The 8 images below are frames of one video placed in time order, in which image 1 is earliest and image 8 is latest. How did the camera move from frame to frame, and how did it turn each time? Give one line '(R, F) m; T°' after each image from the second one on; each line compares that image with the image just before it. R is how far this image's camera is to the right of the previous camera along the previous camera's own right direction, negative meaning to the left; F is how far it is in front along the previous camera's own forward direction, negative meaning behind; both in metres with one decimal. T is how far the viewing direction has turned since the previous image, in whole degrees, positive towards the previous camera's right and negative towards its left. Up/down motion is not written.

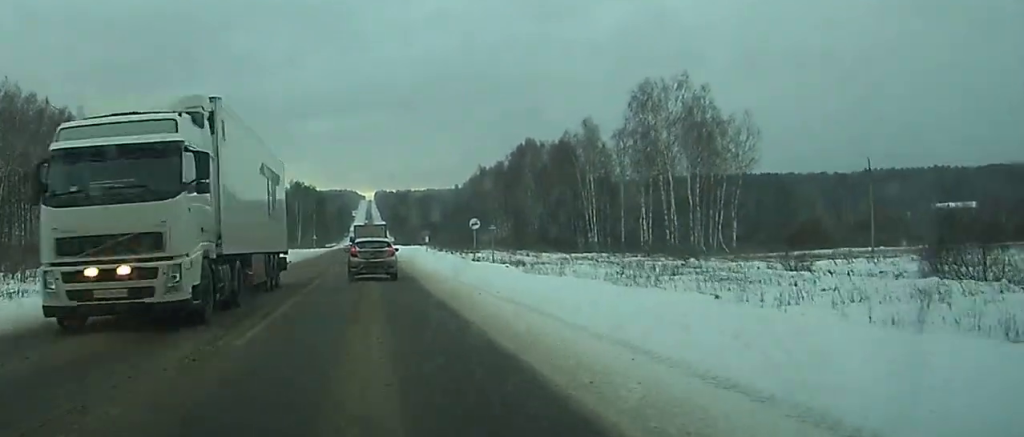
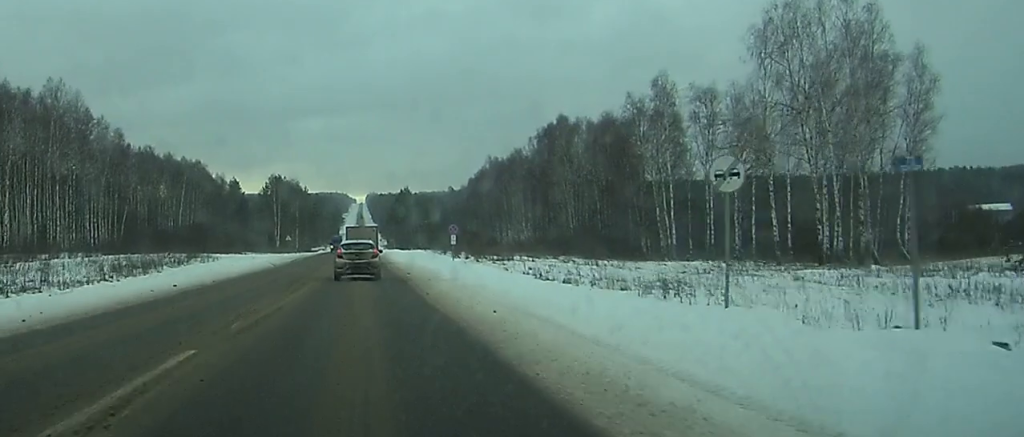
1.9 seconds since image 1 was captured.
(+0.3, +40.5) m; +1°
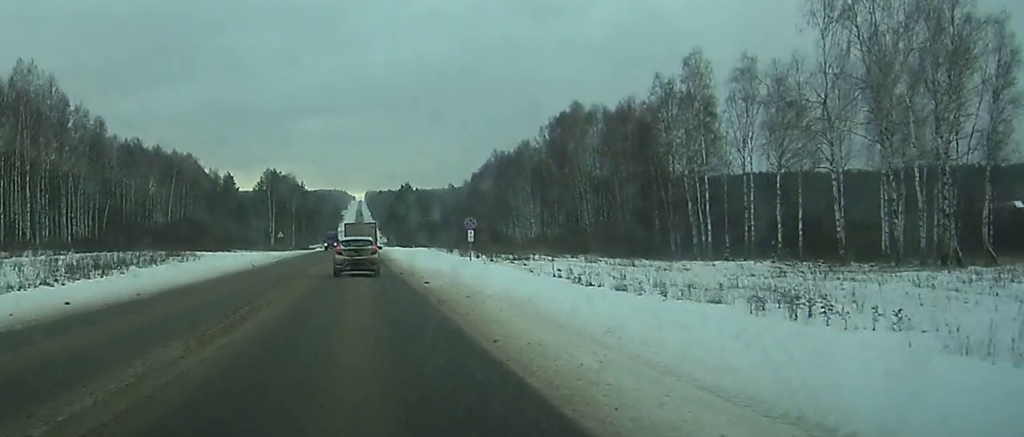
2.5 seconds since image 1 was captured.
(0.0, +11.3) m; 0°
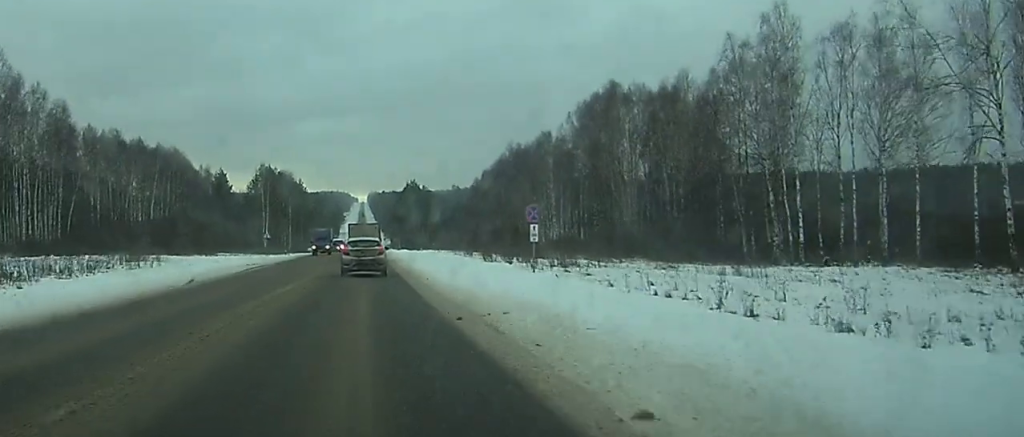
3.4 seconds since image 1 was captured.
(+0.1, +20.0) m; 0°
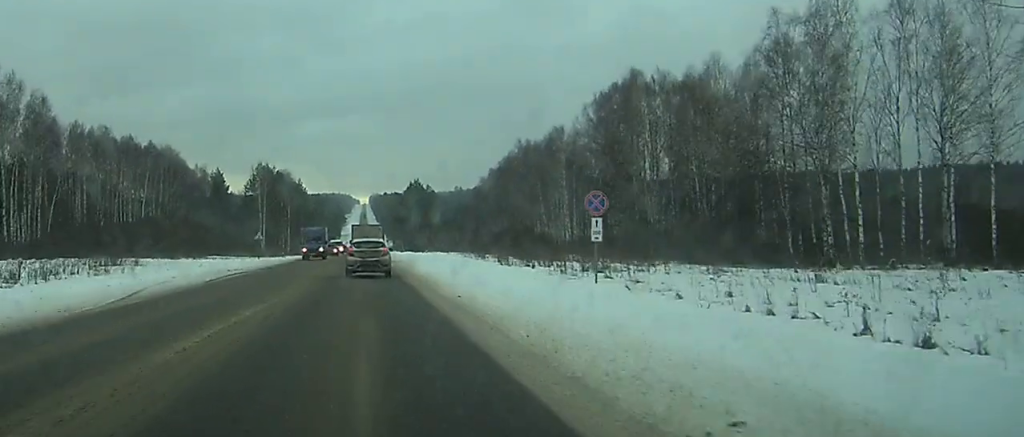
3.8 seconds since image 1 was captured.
(0.0, +9.4) m; 0°
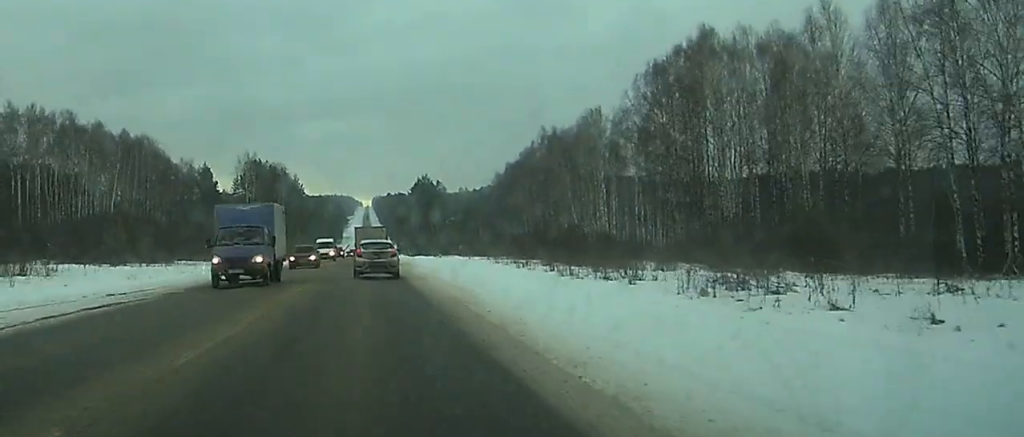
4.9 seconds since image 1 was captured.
(0.0, +24.0) m; 0°
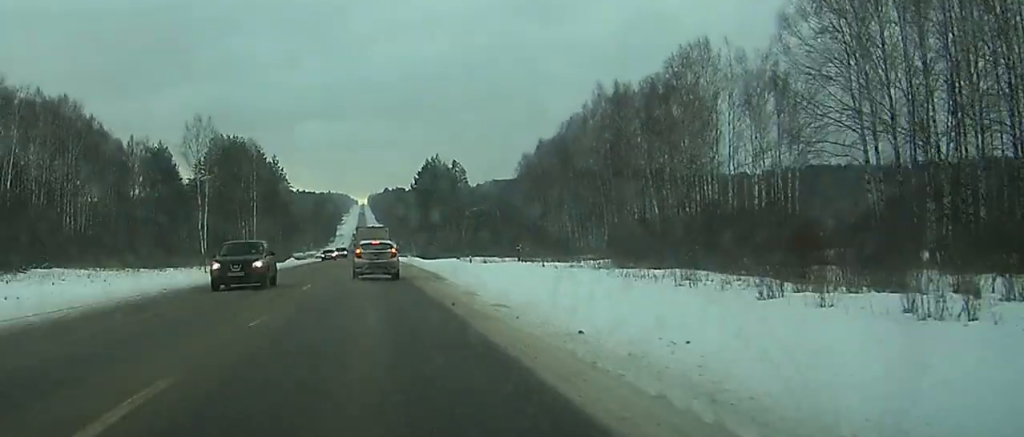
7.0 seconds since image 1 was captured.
(-0.2, +45.7) m; -1°
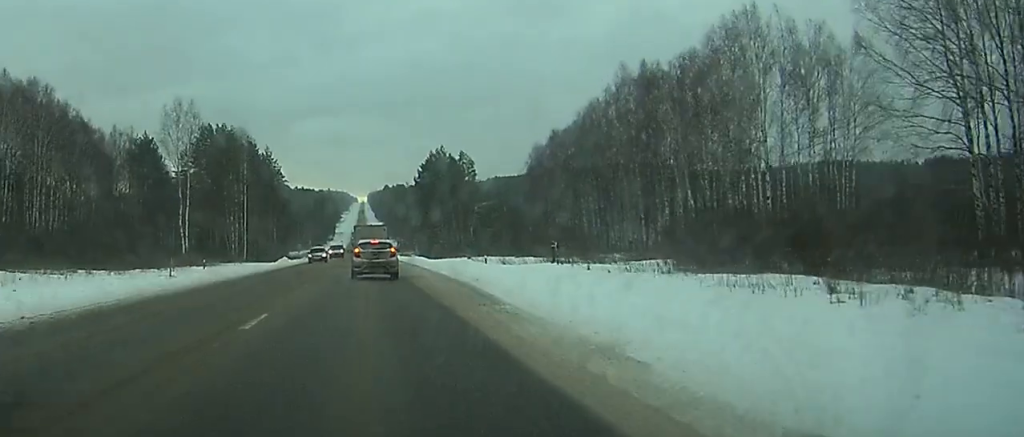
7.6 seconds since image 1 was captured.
(-0.1, +12.6) m; 0°
